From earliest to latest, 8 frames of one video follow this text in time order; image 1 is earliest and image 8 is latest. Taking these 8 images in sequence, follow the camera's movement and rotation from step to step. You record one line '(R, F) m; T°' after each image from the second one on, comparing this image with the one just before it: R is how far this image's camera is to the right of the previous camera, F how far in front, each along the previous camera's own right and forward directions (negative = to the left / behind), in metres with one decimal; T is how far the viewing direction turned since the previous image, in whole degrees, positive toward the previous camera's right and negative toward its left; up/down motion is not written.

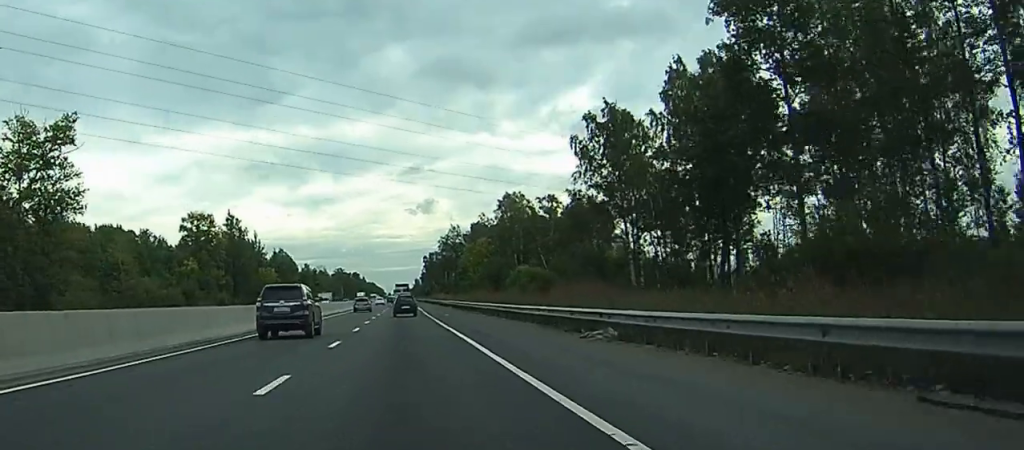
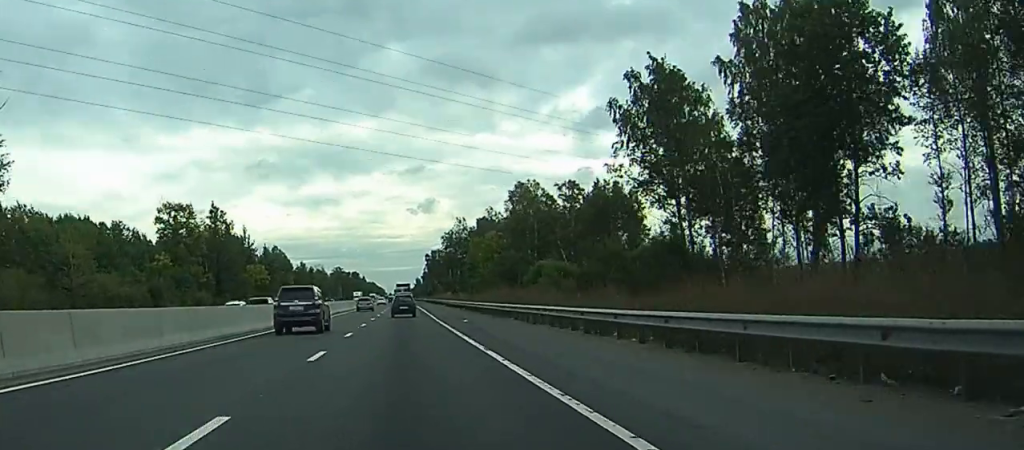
(-0.1, +17.2) m; 0°
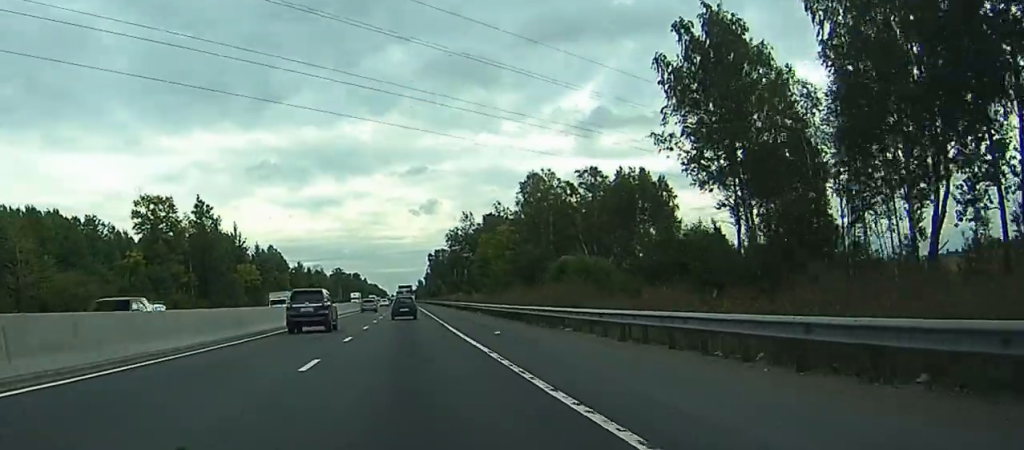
(0.0, +13.9) m; 0°
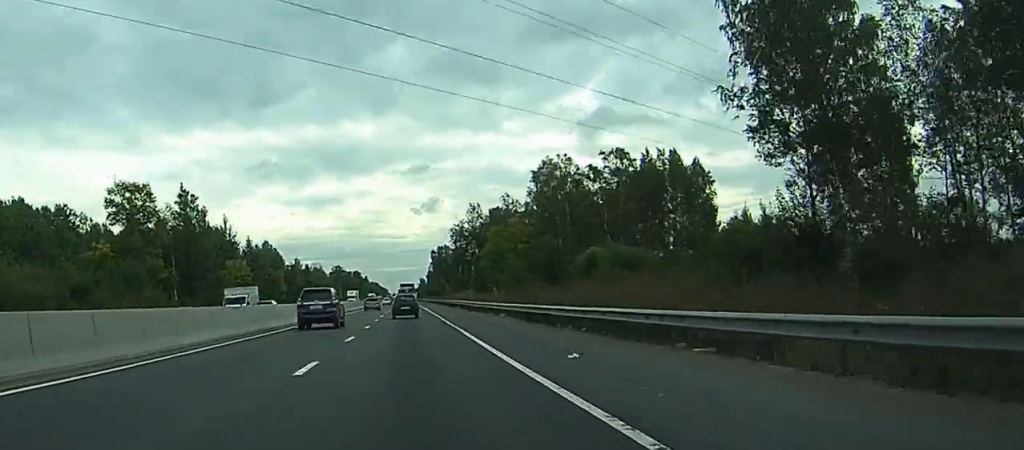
(0.0, +13.1) m; 0°
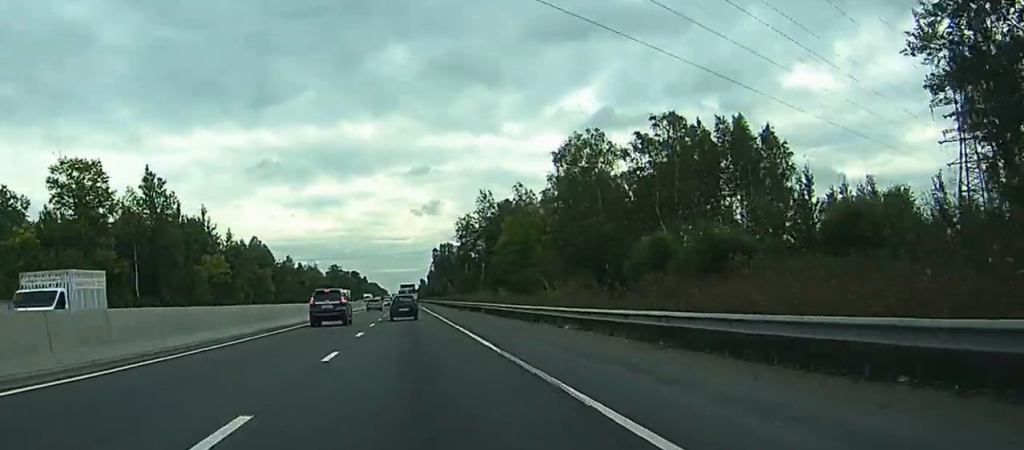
(0.0, +20.3) m; -1°
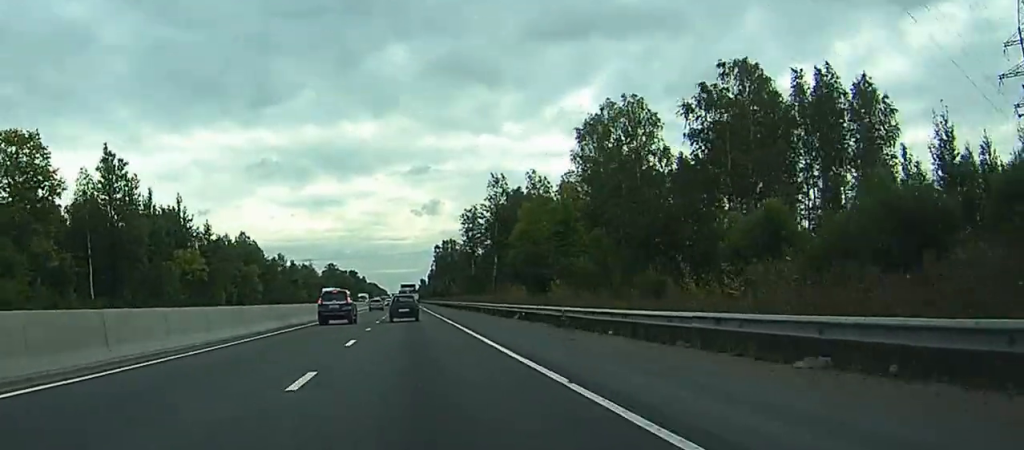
(-0.1, +17.9) m; +1°
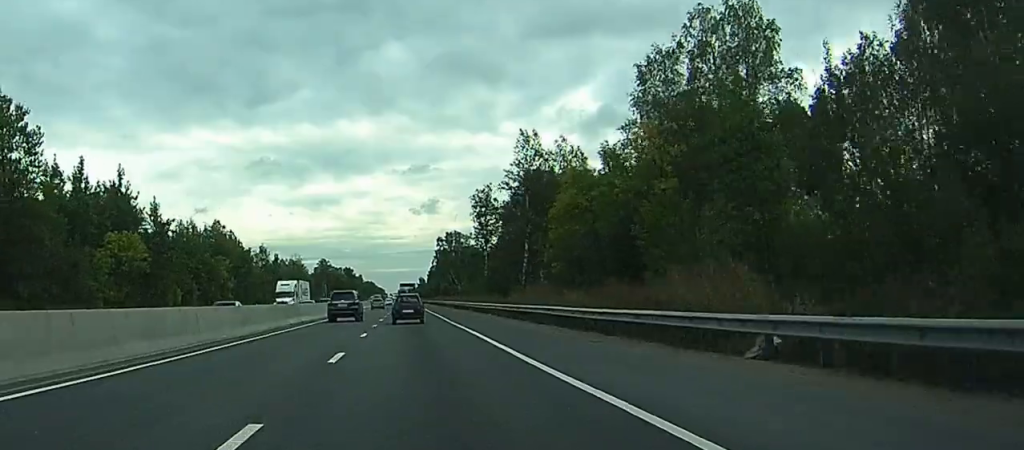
(+0.6, +30.0) m; +1°
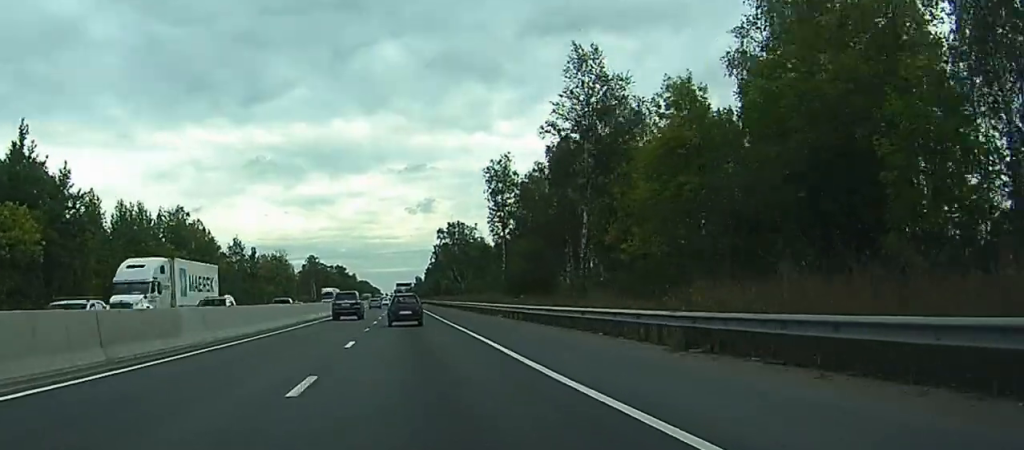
(-0.2, +30.0) m; -1°
